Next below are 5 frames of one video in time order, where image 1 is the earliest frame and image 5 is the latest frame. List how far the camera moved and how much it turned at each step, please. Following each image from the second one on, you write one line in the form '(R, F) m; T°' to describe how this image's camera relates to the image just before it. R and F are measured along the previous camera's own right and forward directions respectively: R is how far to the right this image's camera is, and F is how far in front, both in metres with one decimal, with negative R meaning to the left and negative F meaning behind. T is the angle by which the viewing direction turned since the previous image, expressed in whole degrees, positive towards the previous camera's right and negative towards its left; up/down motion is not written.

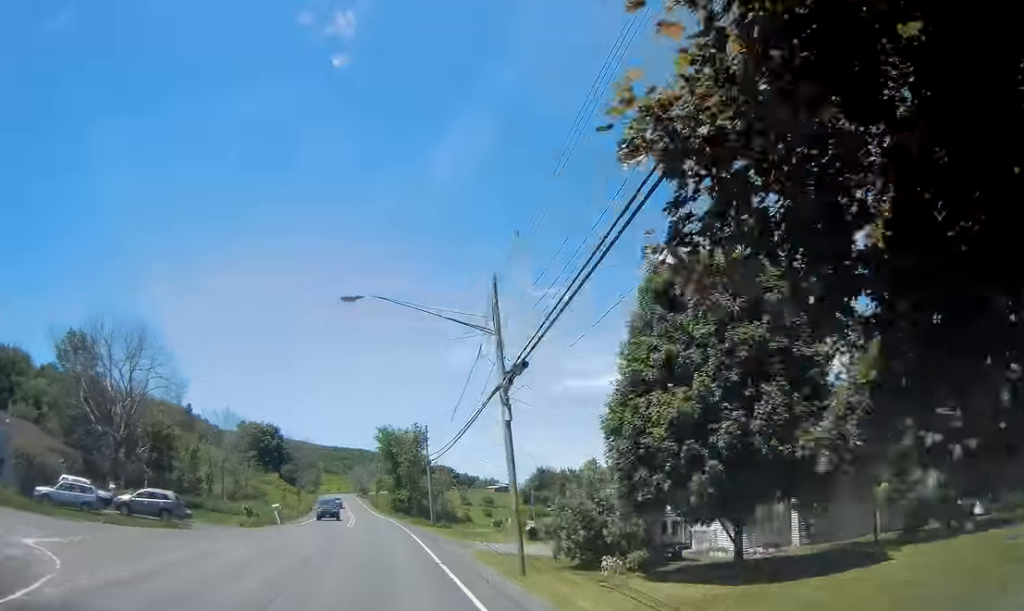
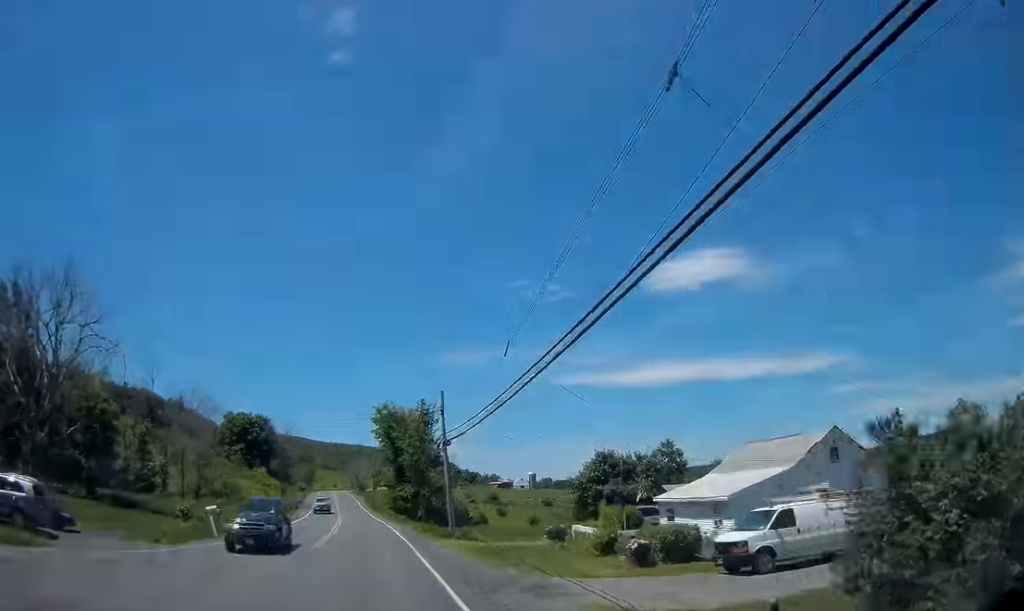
(-0.3, +16.8) m; -1°
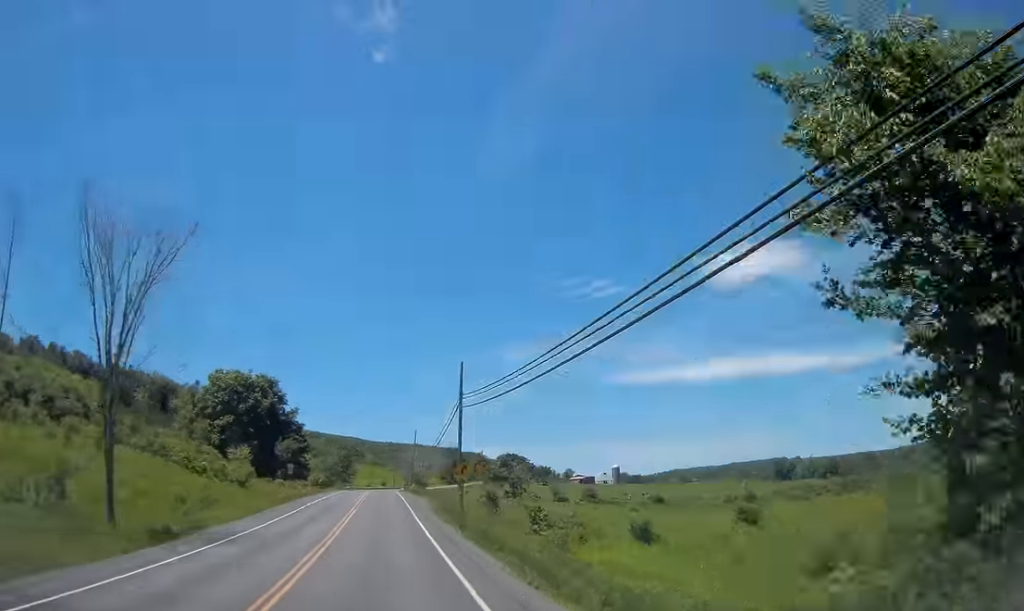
(-1.3, +67.7) m; -3°
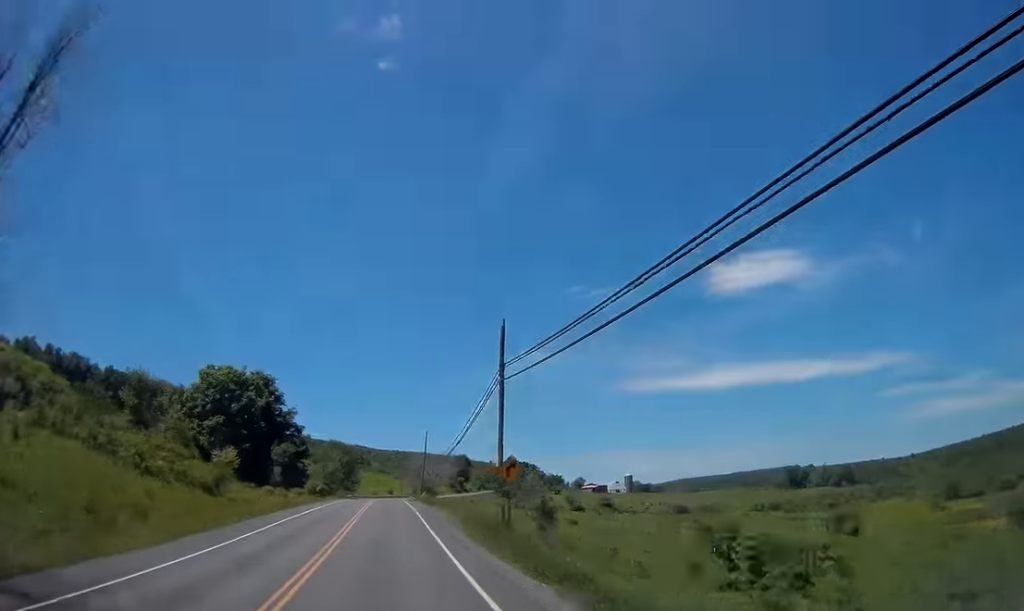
(-0.1, +11.4) m; -1°
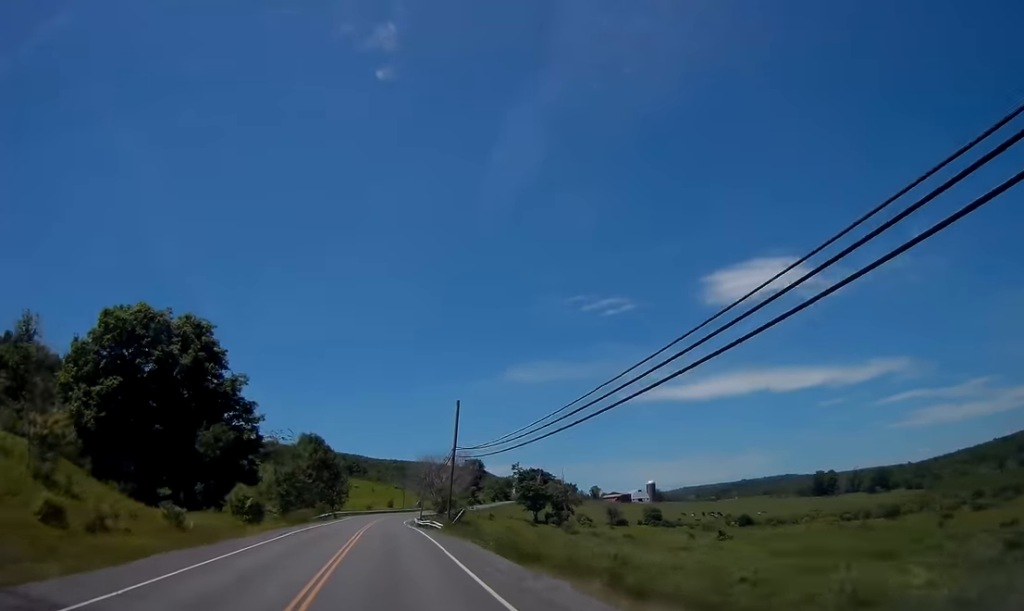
(-0.5, +43.8) m; -2°
